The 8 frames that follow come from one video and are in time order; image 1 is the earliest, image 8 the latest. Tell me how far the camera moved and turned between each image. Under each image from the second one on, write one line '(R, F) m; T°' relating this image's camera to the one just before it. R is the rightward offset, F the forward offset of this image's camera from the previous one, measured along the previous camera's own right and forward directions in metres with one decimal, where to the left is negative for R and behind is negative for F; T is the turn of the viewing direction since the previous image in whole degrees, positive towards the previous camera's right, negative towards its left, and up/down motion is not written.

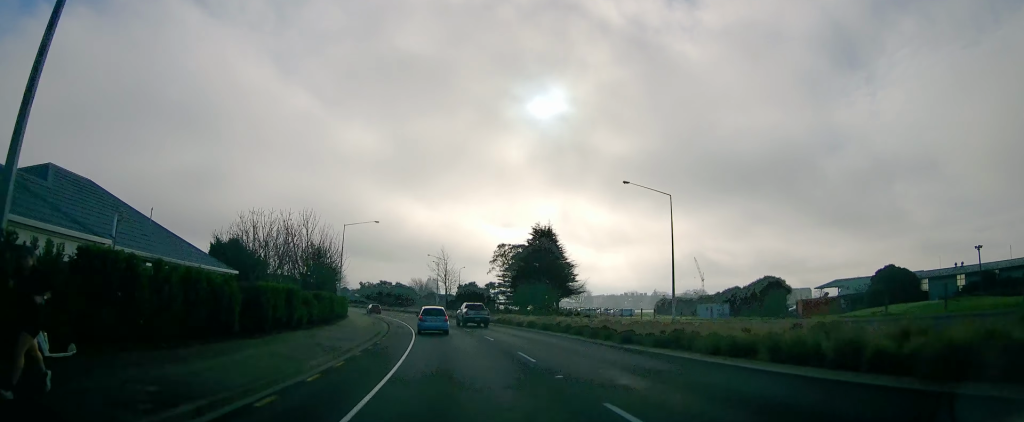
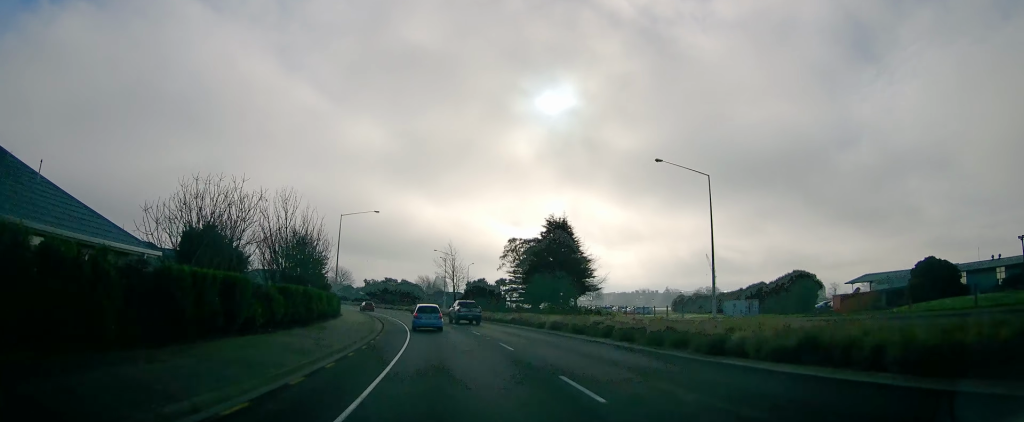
(-0.1, +7.0) m; -2°
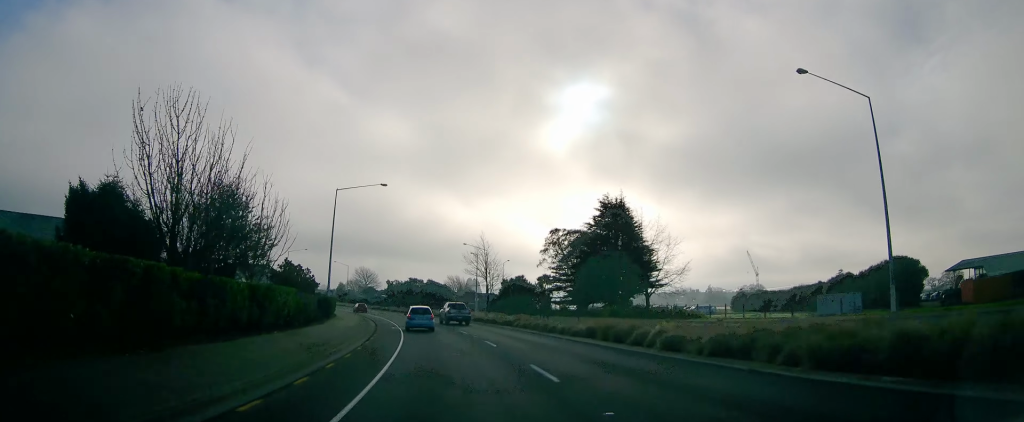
(-0.8, +17.3) m; -3°
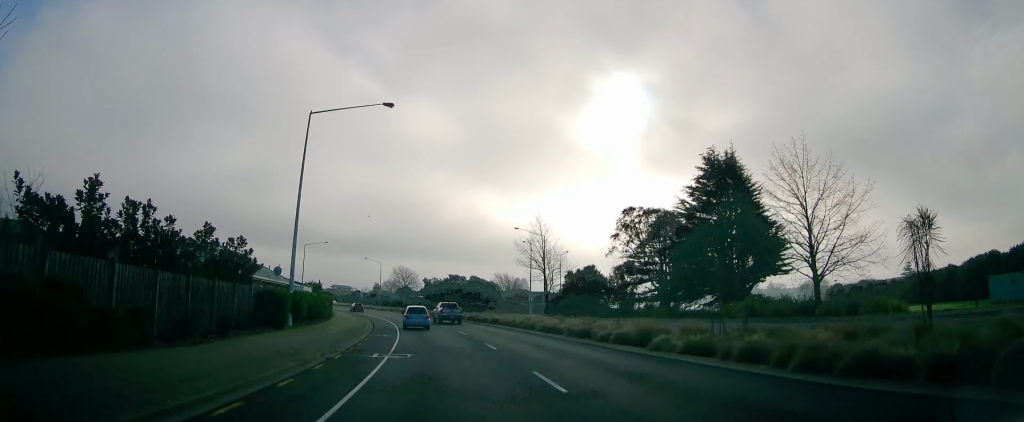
(+0.4, +21.5) m; -1°
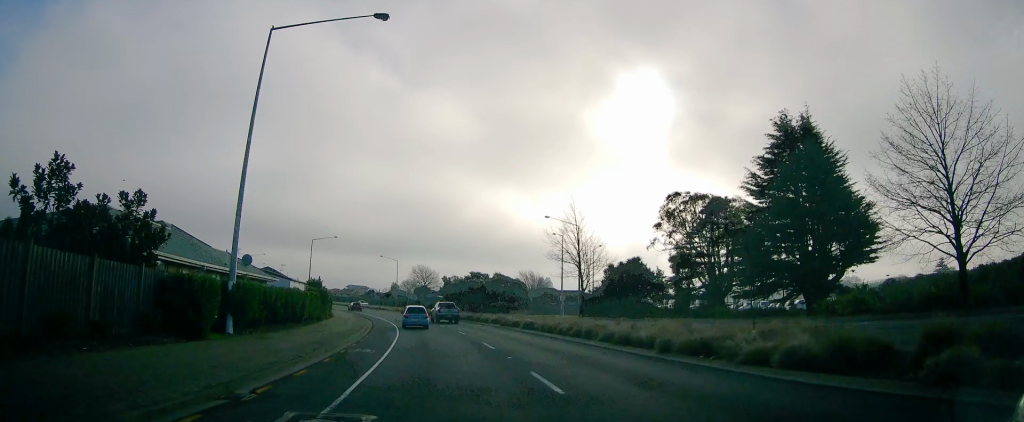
(-0.7, +10.2) m; -3°
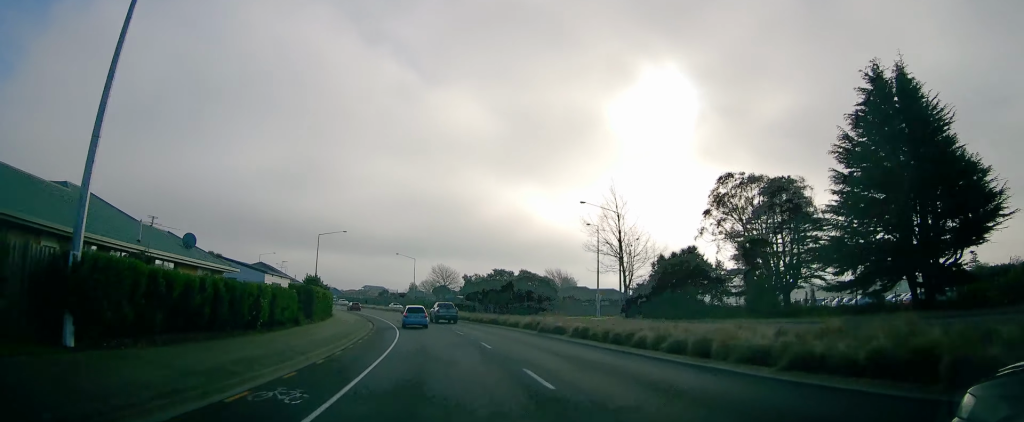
(-0.4, +9.8) m; -3°
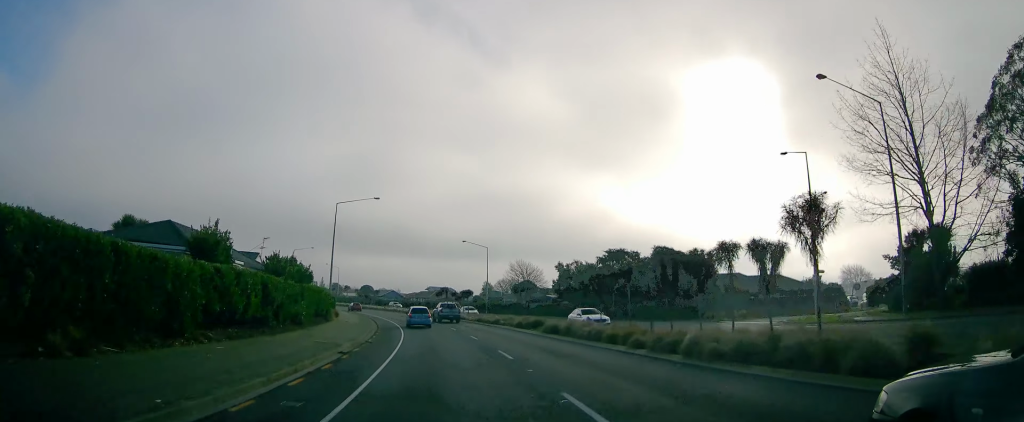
(-3.0, +33.7) m; -9°
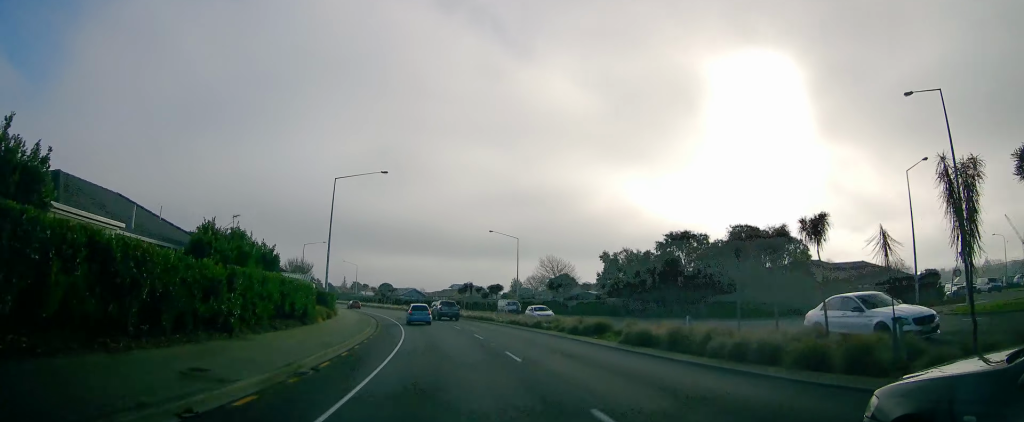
(0.0, +11.8) m; 0°
